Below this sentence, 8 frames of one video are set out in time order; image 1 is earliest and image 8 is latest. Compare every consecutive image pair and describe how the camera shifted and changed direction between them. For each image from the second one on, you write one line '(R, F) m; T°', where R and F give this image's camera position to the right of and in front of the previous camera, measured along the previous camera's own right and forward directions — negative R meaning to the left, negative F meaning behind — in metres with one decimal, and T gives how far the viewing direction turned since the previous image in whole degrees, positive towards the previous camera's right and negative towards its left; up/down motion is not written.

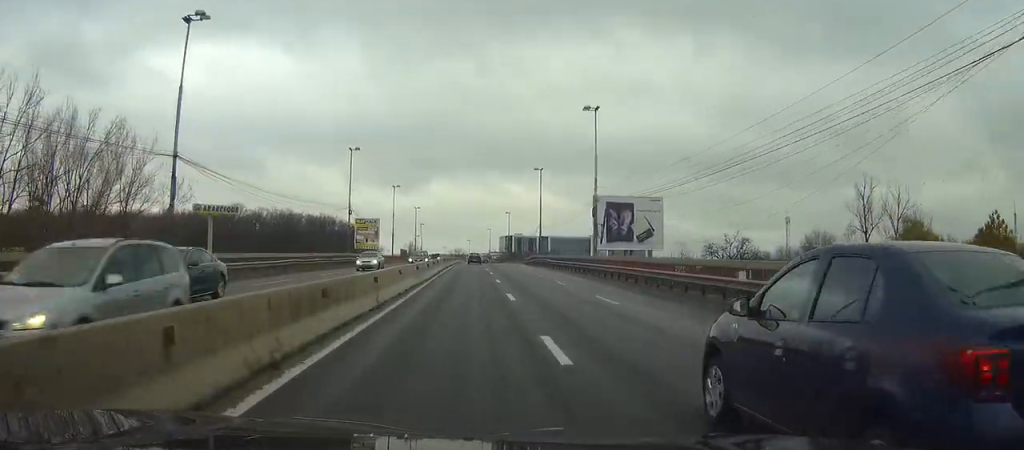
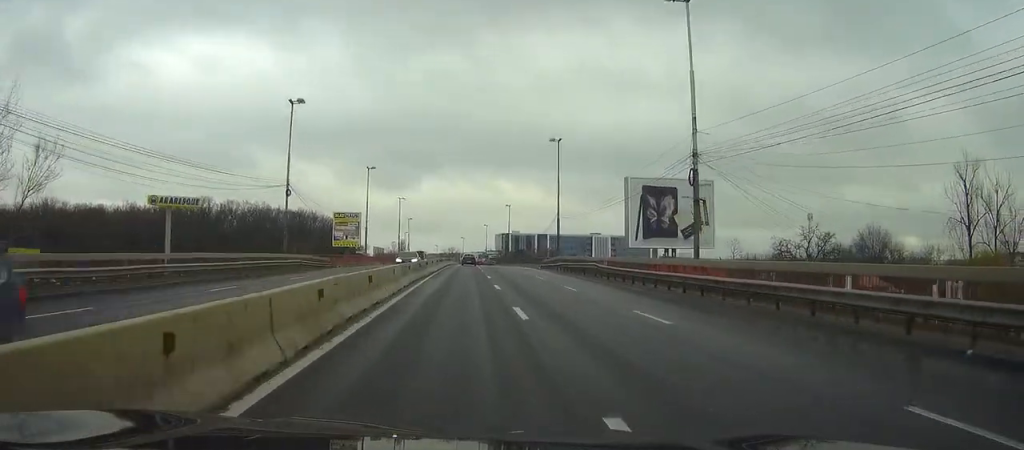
(+0.1, +30.4) m; 0°
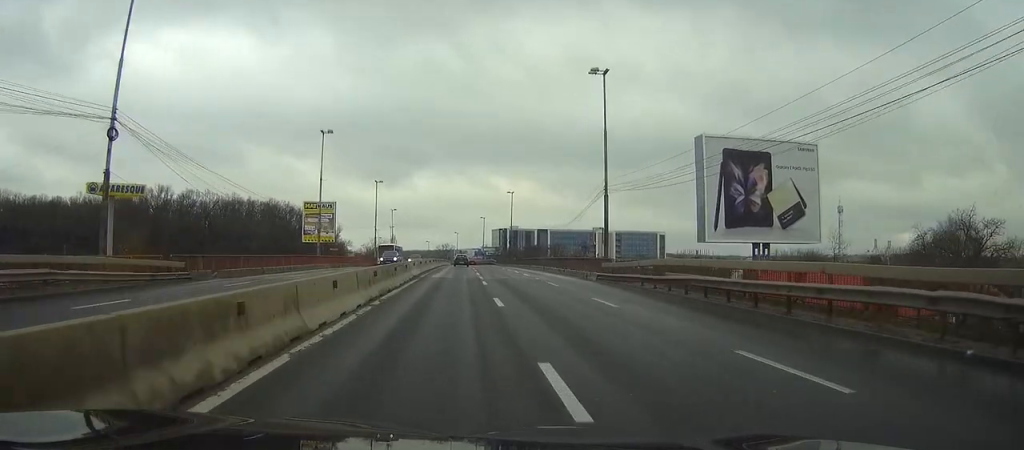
(+0.2, +33.5) m; +1°
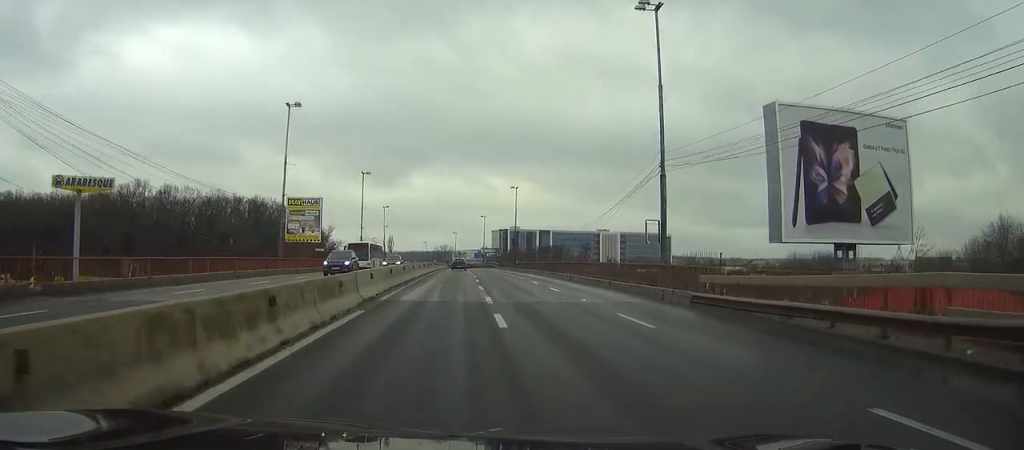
(0.0, +16.5) m; 0°
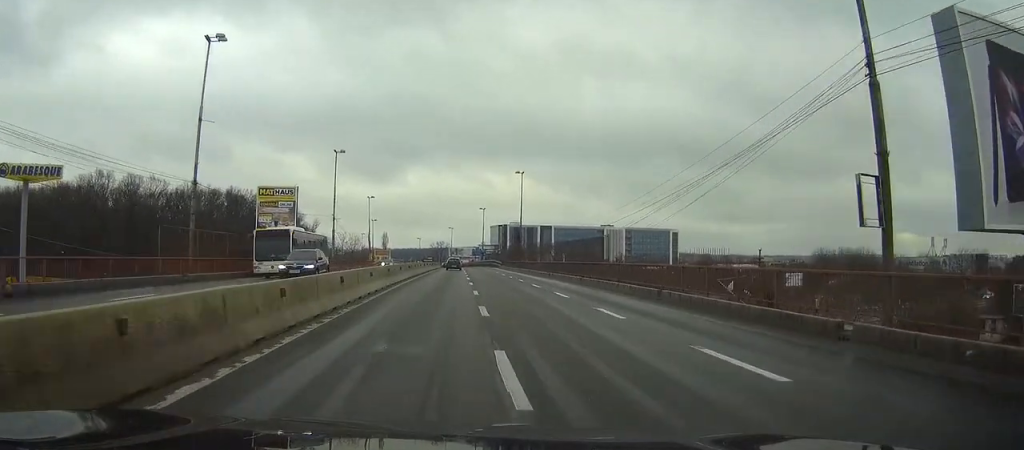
(0.0, +21.9) m; 0°
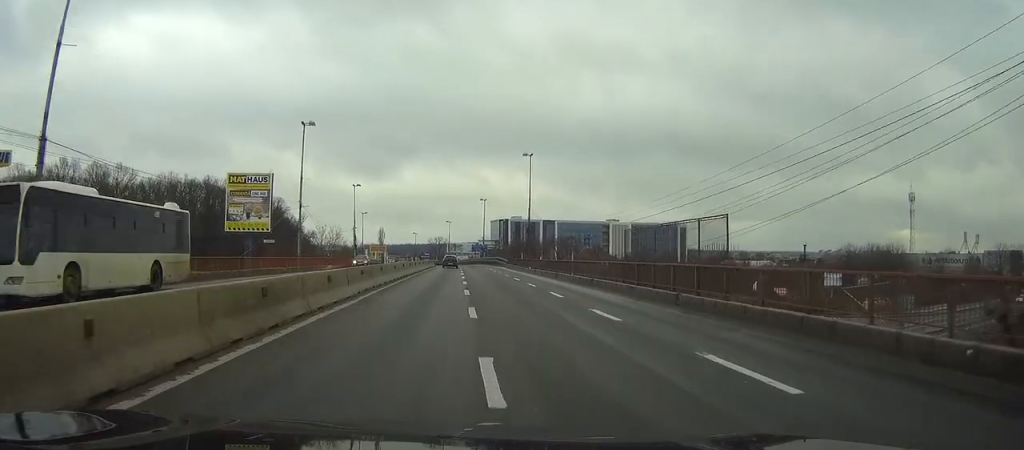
(0.0, +18.4) m; 0°
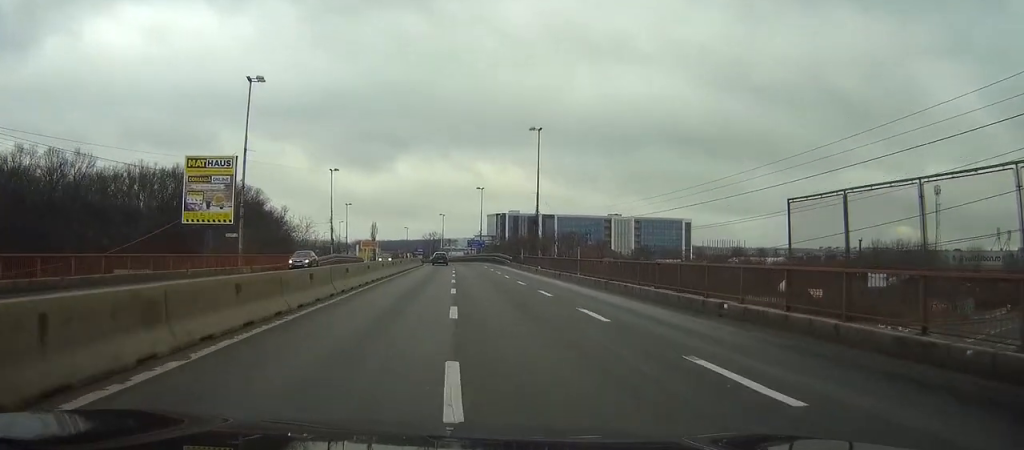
(0.0, +18.4) m; 0°
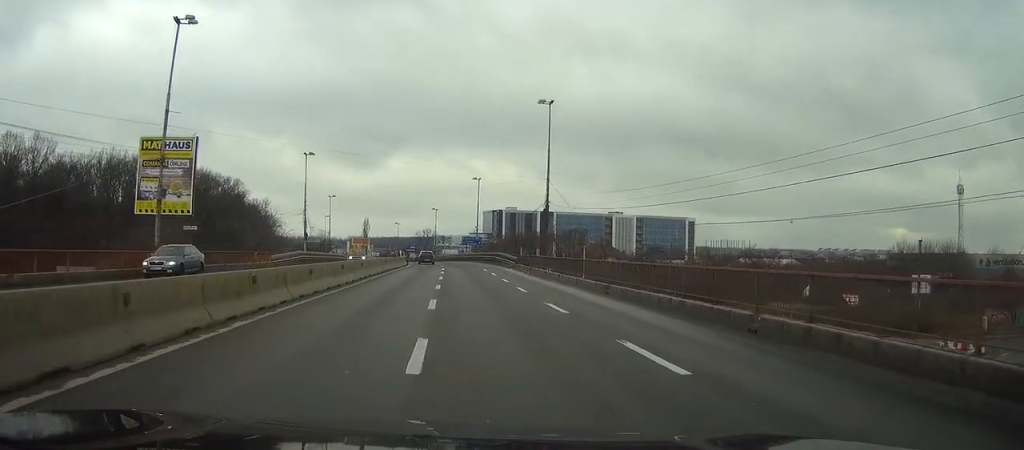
(+0.1, +15.6) m; 0°
